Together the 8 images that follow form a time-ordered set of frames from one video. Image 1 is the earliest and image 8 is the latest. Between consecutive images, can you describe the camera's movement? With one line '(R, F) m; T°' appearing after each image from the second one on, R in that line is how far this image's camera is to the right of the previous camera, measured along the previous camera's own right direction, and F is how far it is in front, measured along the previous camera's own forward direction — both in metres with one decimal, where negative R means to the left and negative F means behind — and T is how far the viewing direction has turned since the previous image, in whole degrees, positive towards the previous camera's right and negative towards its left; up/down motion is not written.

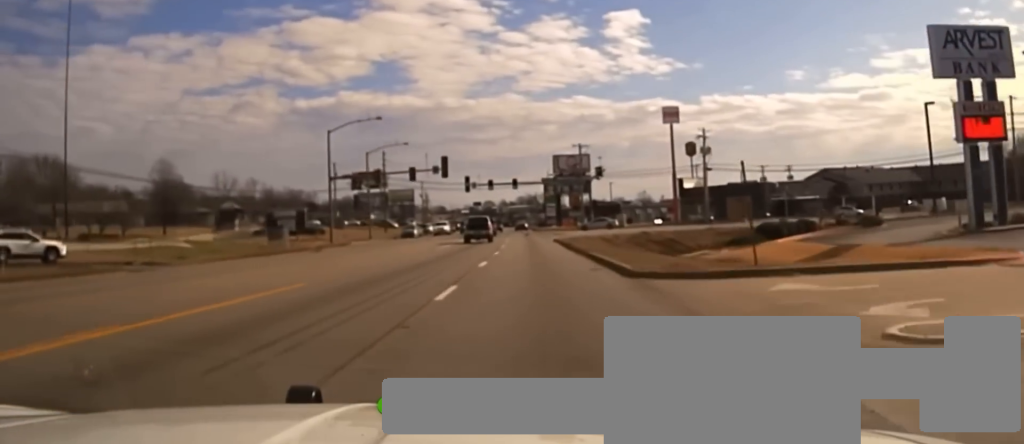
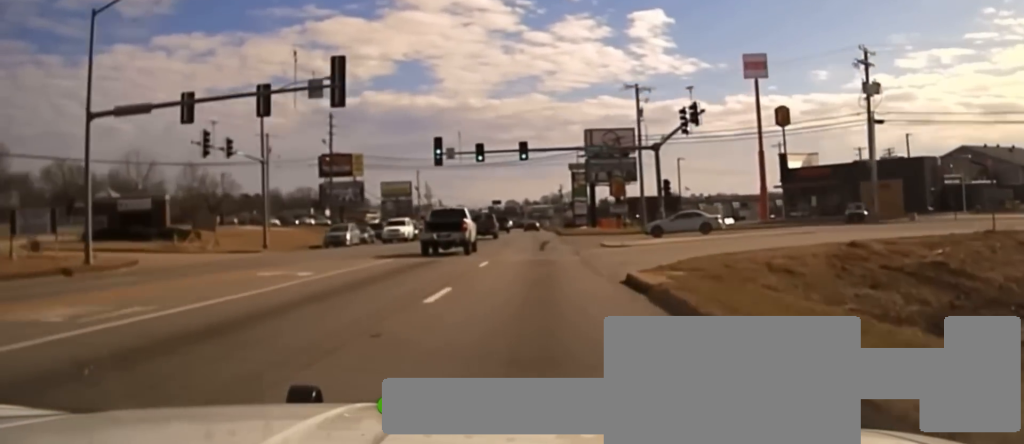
(-0.9, +47.1) m; -1°
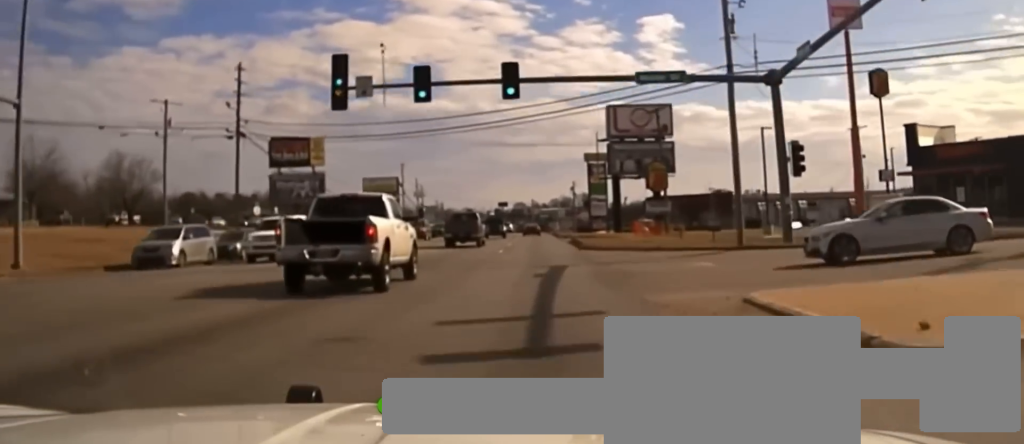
(-0.1, +31.1) m; 0°
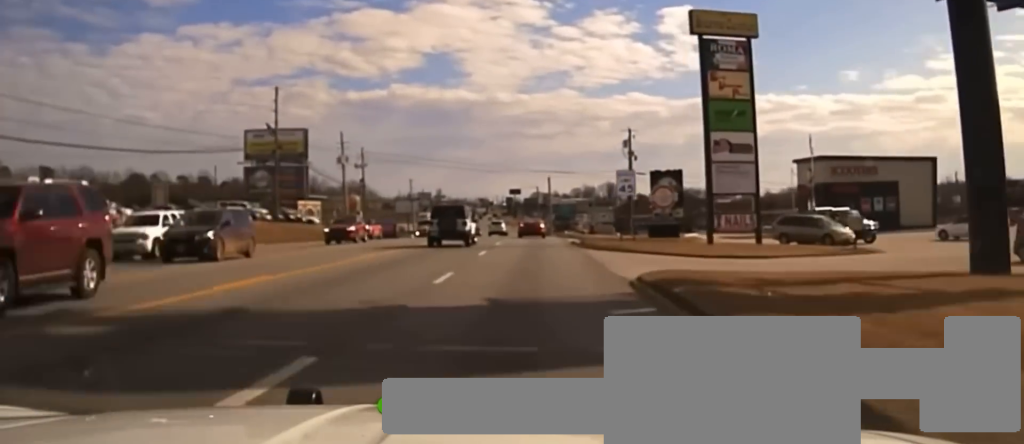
(-1.0, +86.2) m; -2°
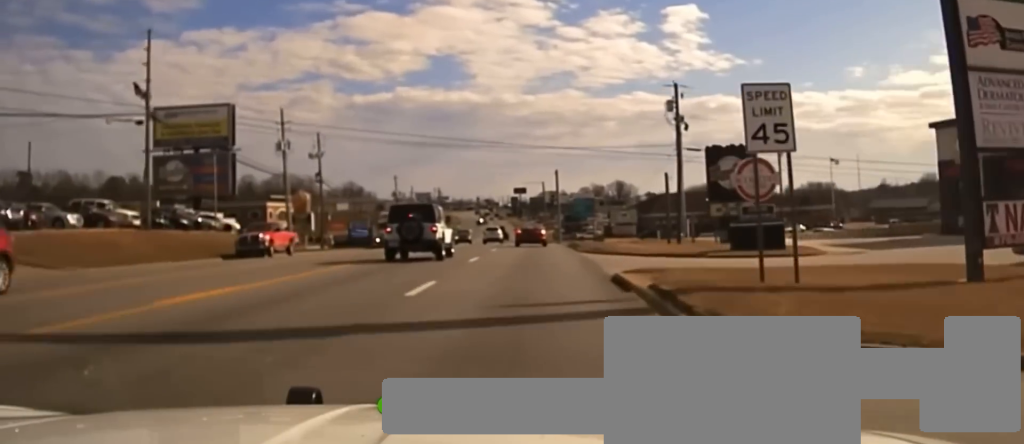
(-0.2, +30.1) m; 0°
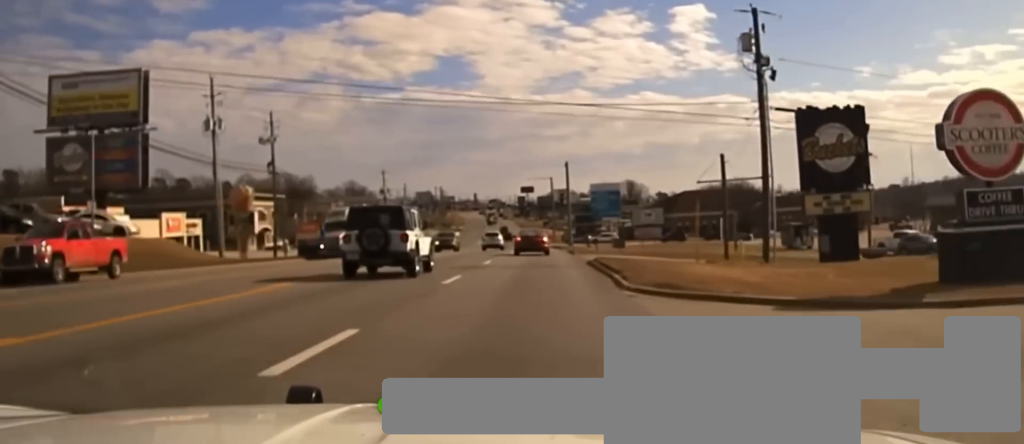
(+0.2, +22.6) m; 0°
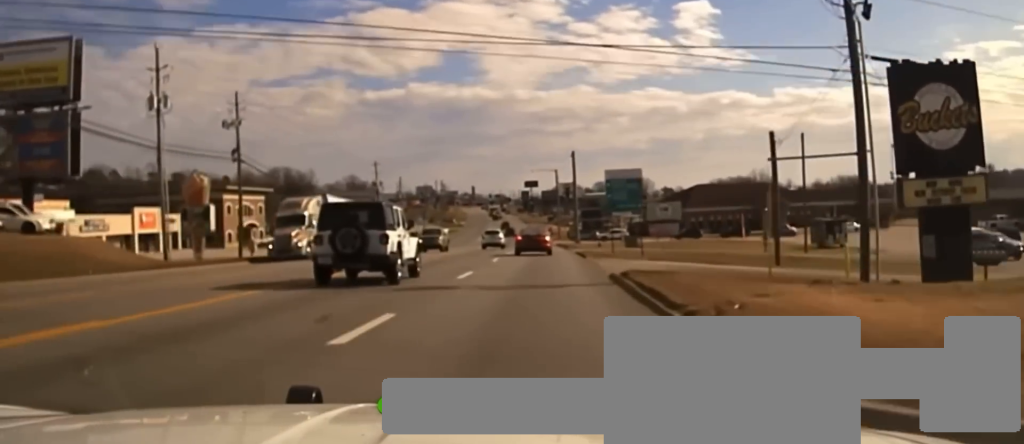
(+0.1, +11.7) m; 0°
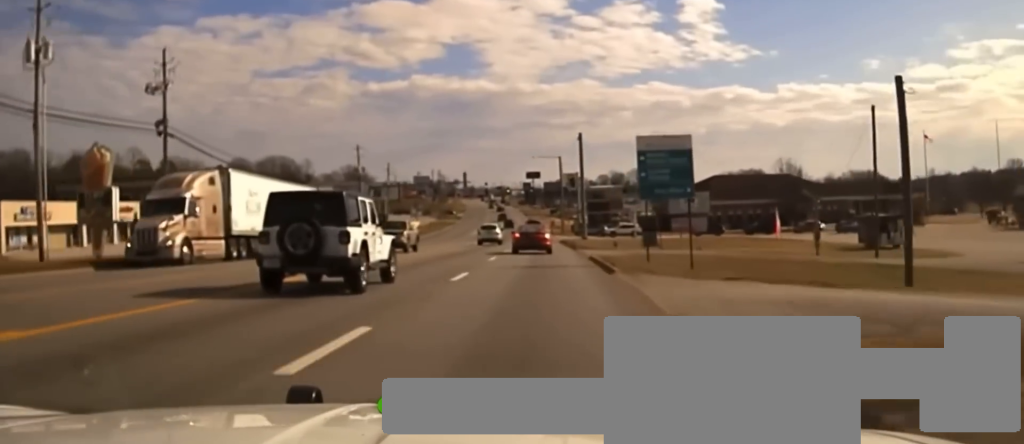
(-0.2, +15.3) m; -1°
